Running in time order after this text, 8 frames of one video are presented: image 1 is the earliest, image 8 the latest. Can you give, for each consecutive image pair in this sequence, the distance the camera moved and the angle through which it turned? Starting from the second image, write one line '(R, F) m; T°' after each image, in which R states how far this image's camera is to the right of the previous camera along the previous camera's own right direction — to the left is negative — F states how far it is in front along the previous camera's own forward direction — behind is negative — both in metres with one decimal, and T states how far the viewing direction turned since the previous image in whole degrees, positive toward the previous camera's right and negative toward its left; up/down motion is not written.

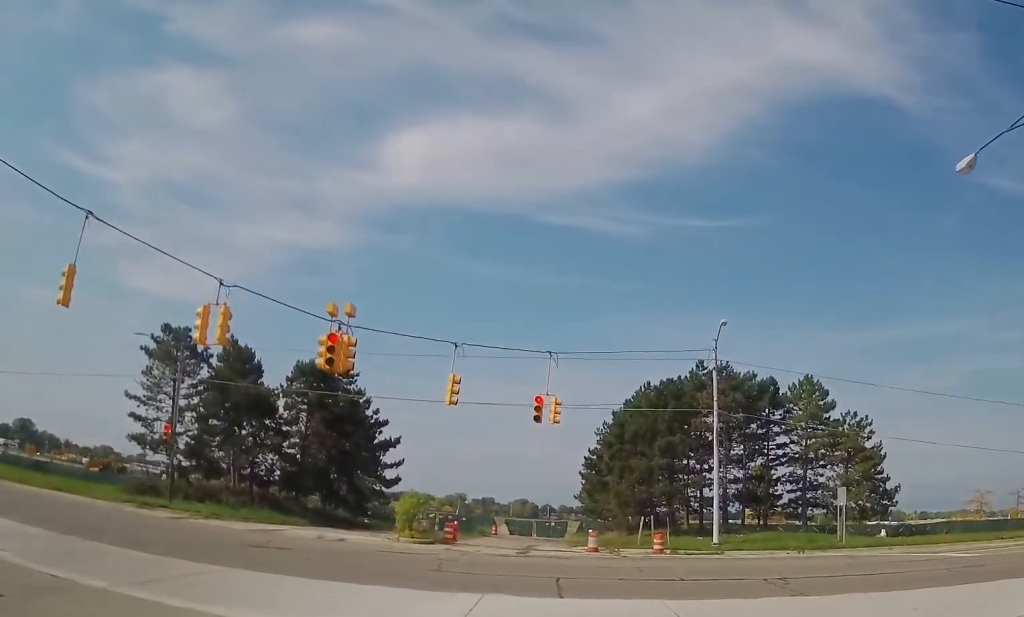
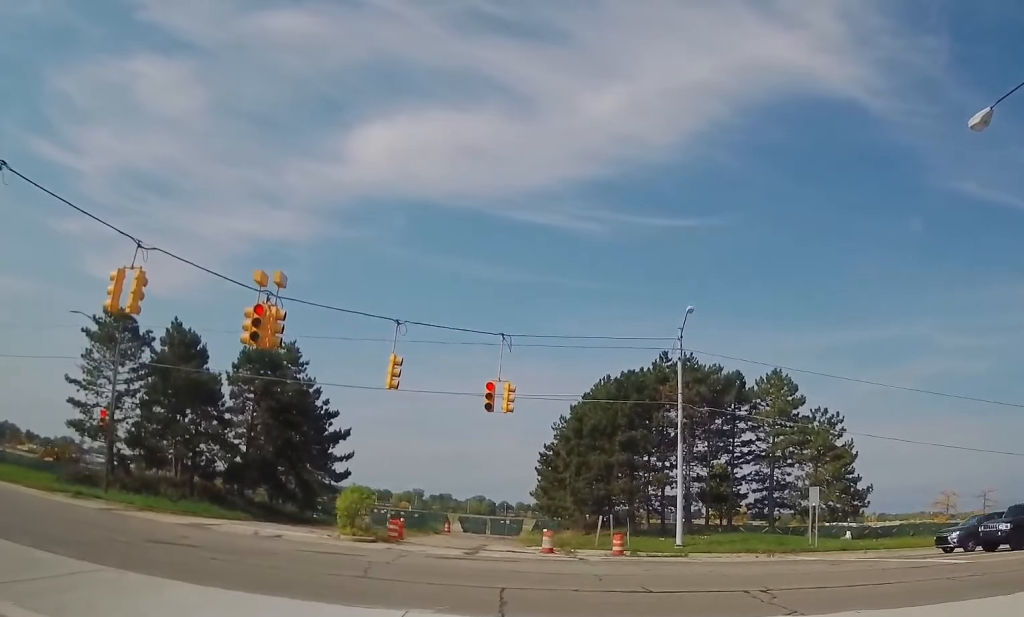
(0.0, +3.4) m; +1°
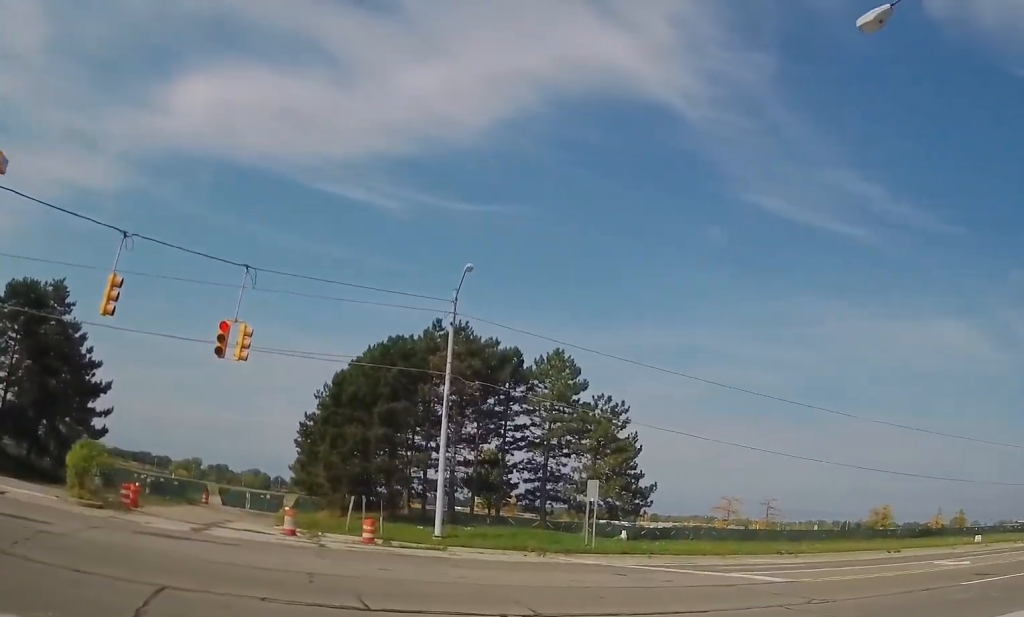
(+0.4, +5.7) m; +26°
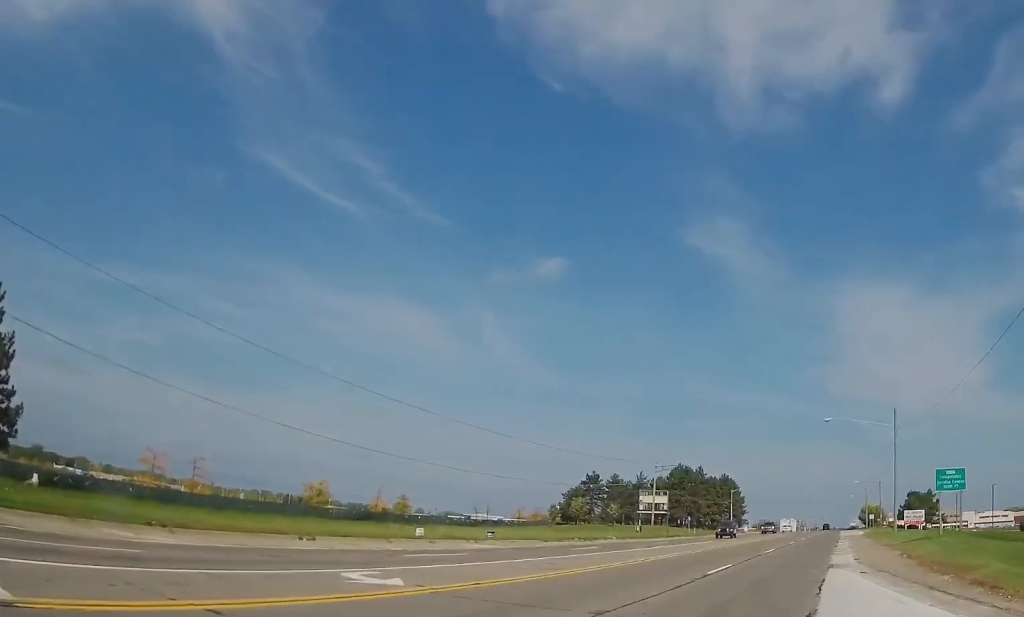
(+3.7, +8.3) m; +41°
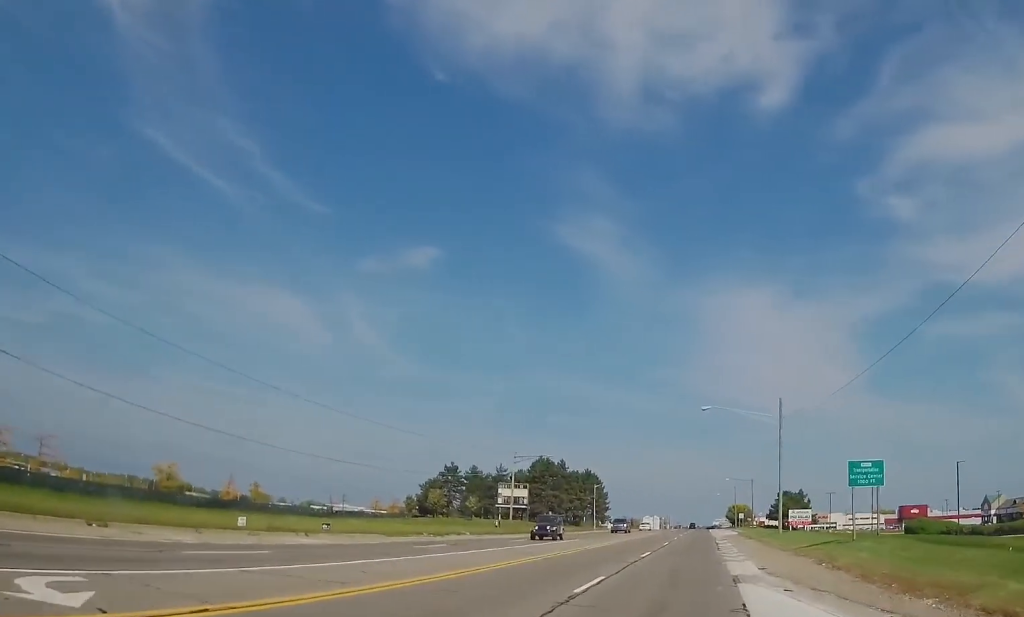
(+0.8, +5.2) m; +13°
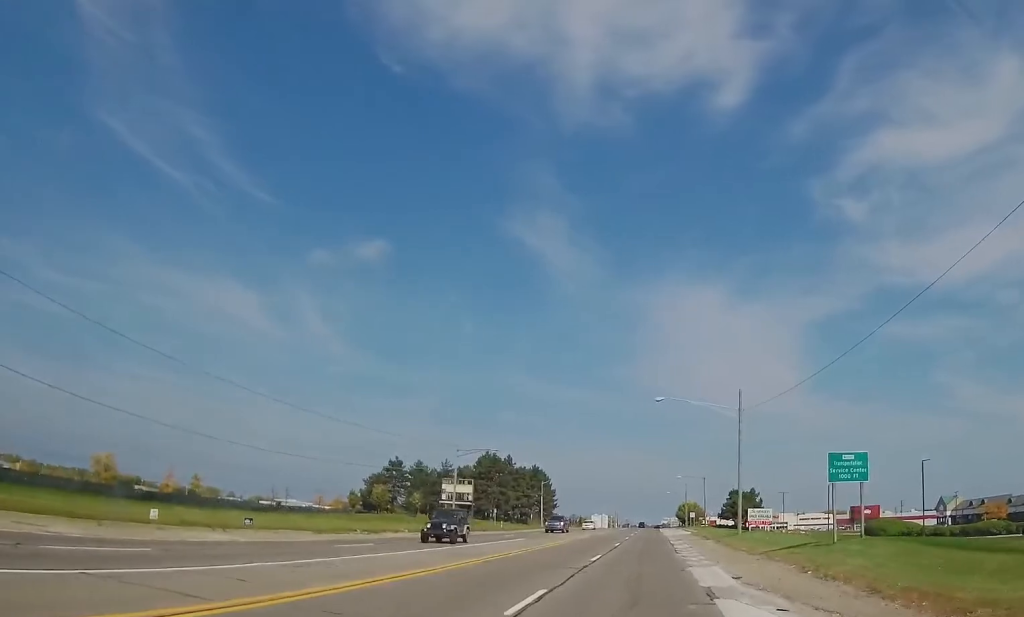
(+0.2, +3.5) m; +2°
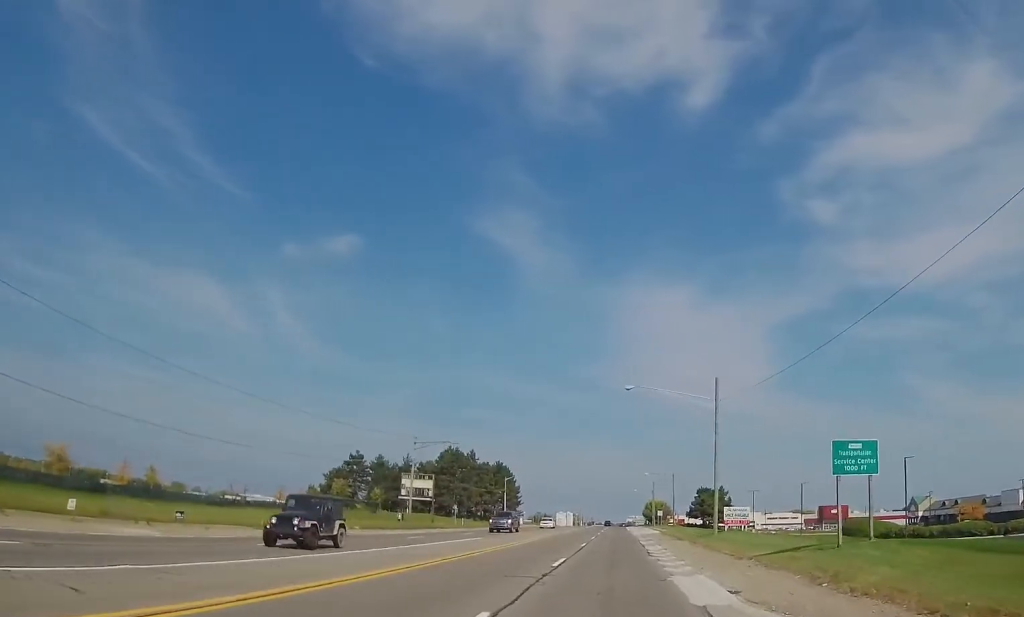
(+0.1, +3.4) m; +2°
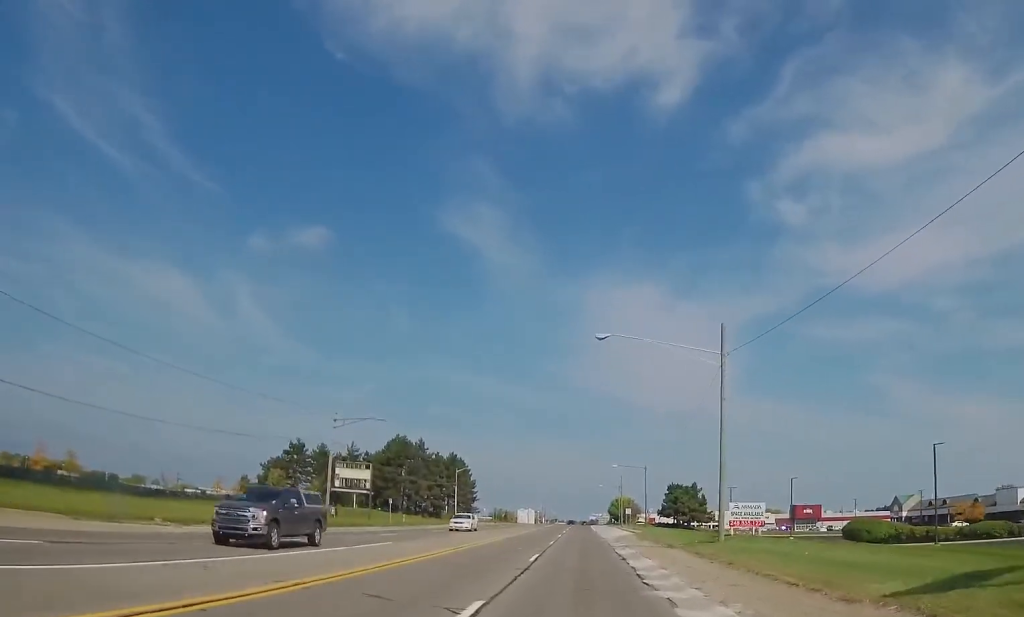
(+0.1, +12.6) m; +2°
